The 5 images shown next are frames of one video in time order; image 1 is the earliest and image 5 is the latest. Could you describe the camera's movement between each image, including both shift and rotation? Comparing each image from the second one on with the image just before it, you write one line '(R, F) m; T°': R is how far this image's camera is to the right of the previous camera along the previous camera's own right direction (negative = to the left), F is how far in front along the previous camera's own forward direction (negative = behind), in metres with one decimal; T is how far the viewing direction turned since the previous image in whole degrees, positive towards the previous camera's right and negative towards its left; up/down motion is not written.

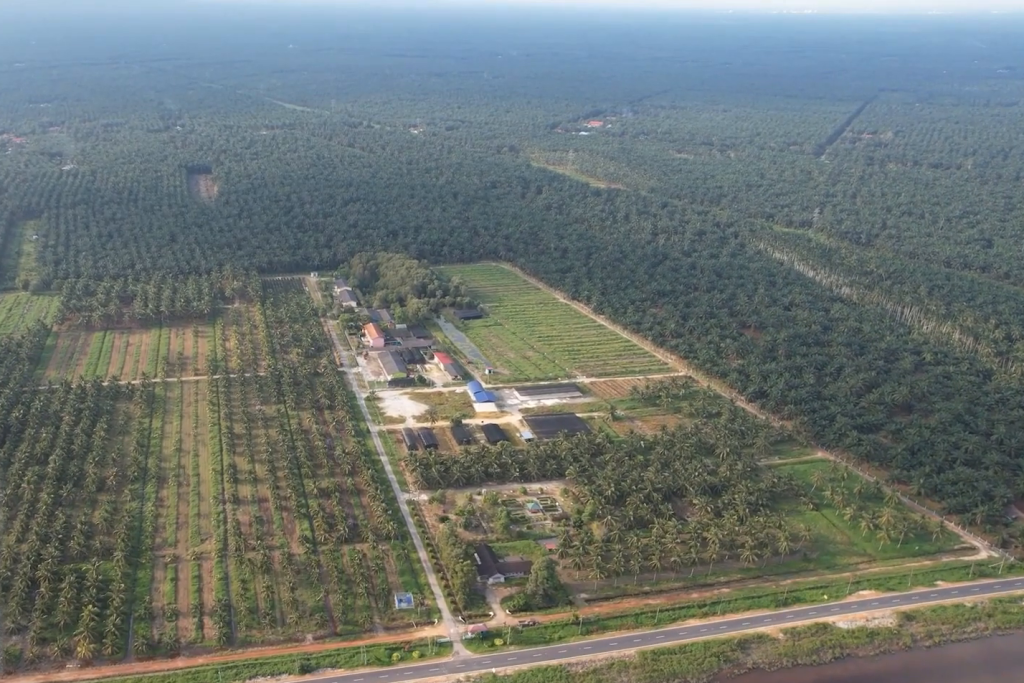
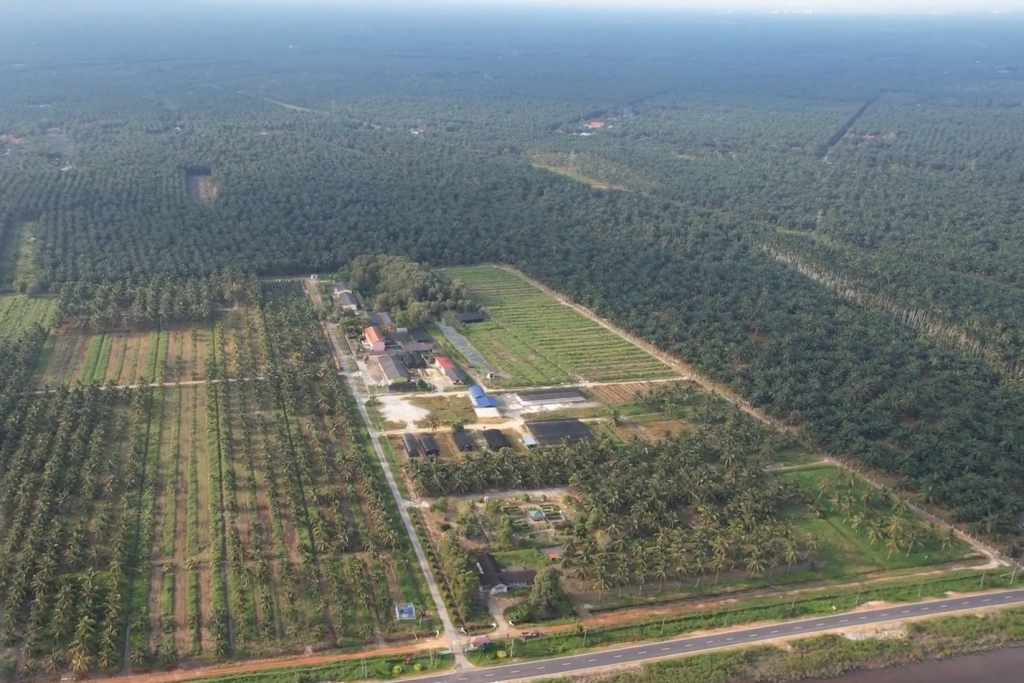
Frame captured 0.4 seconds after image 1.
(0.0, +6.4) m; +2°
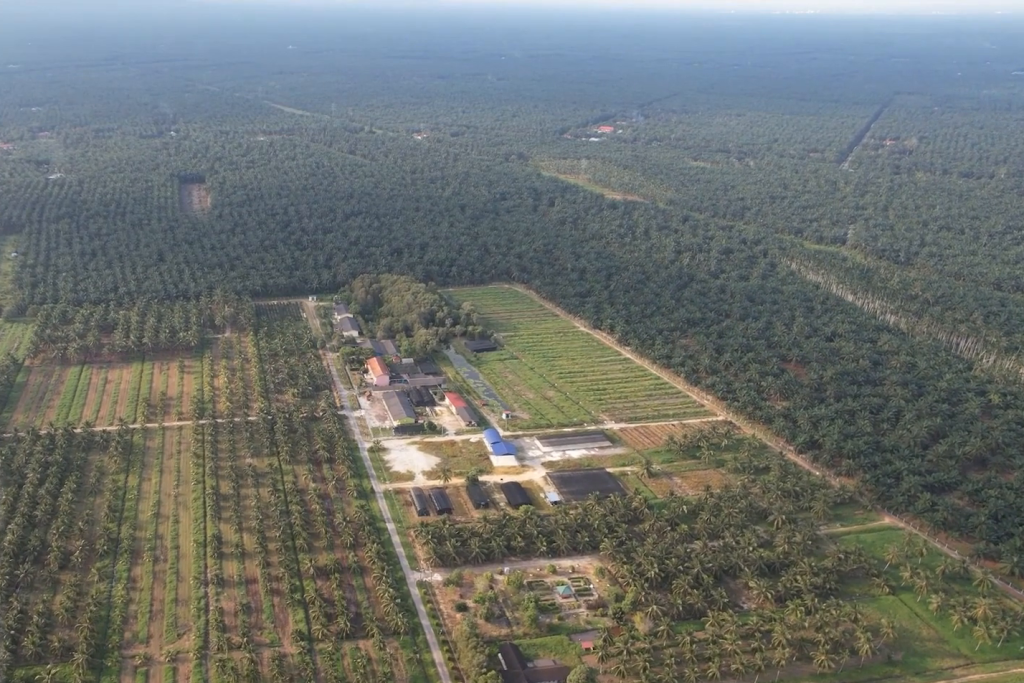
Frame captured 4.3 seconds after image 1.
(-2.4, +51.8) m; -2°
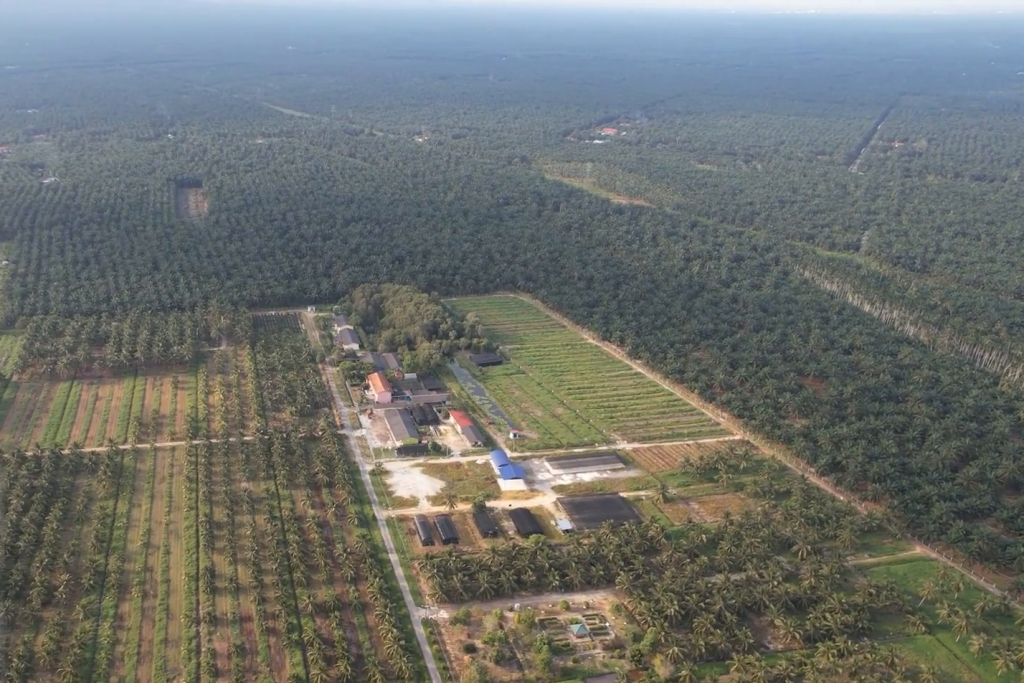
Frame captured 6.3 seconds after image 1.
(0.0, +19.6) m; 0°
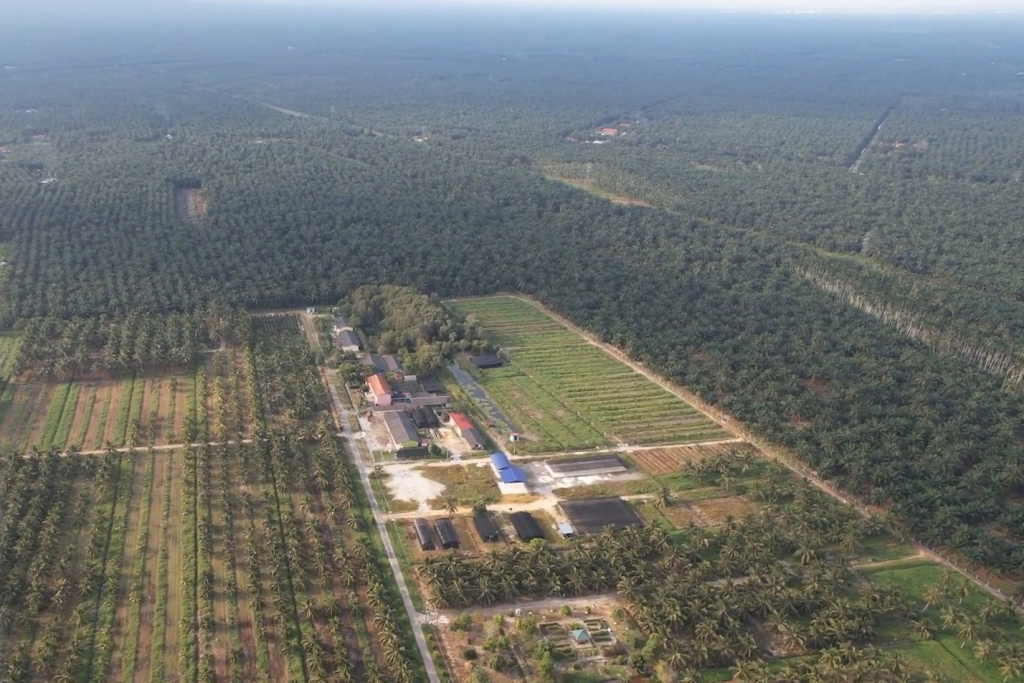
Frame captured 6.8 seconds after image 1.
(0.0, +4.5) m; 0°
